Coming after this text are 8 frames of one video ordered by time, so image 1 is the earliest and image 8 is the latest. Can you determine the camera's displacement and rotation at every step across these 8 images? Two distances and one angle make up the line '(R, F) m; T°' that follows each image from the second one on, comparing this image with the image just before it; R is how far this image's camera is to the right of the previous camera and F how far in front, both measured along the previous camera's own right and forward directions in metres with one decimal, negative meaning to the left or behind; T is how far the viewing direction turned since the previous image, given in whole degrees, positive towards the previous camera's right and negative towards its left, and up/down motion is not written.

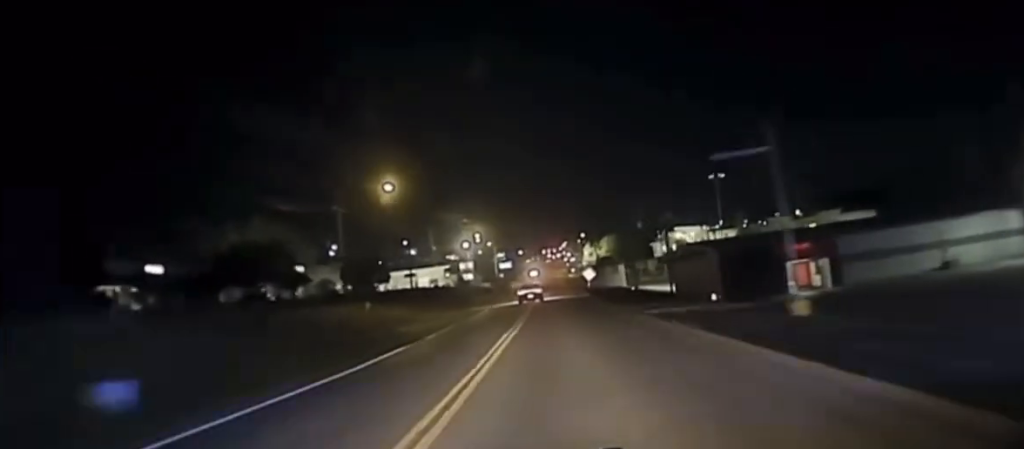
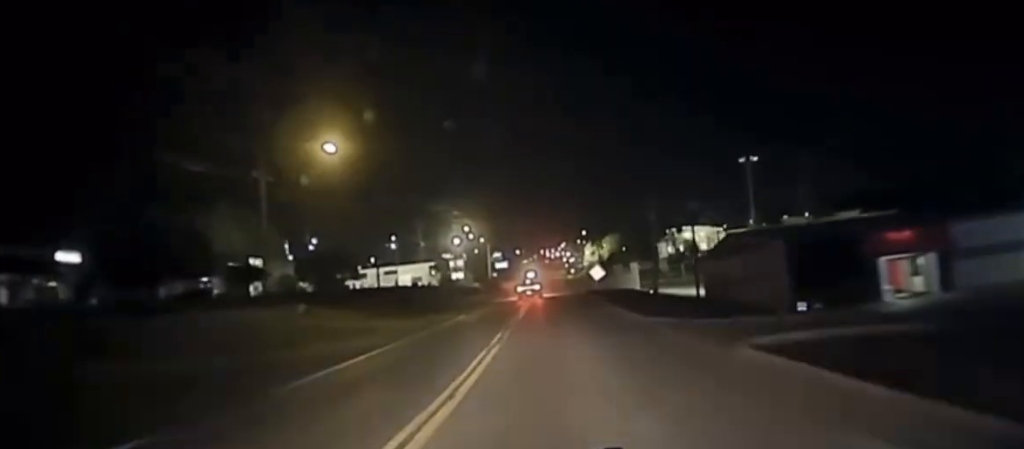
(0.0, +20.4) m; 0°
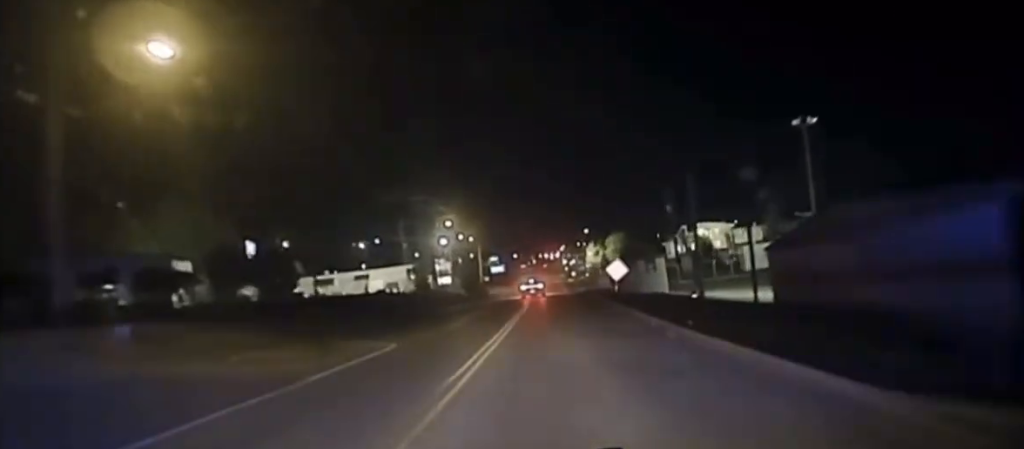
(+0.3, +24.5) m; 0°
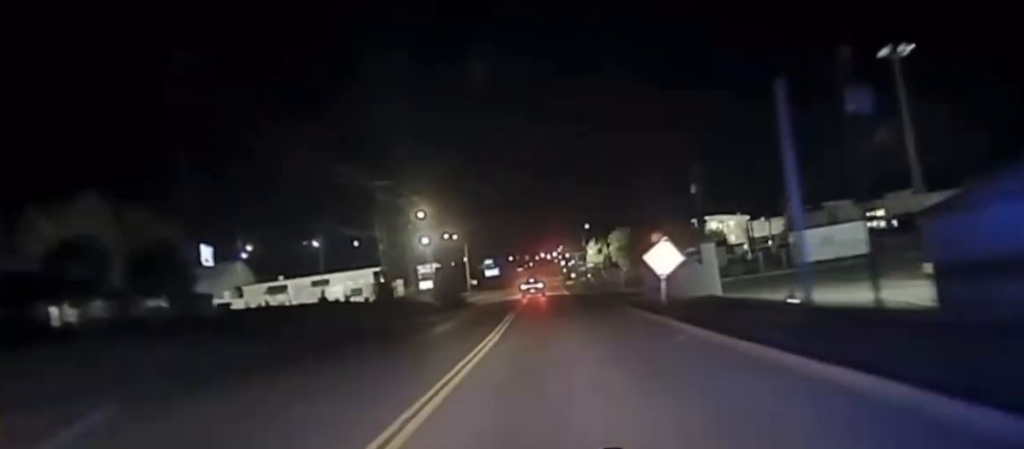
(-0.1, +22.9) m; 0°
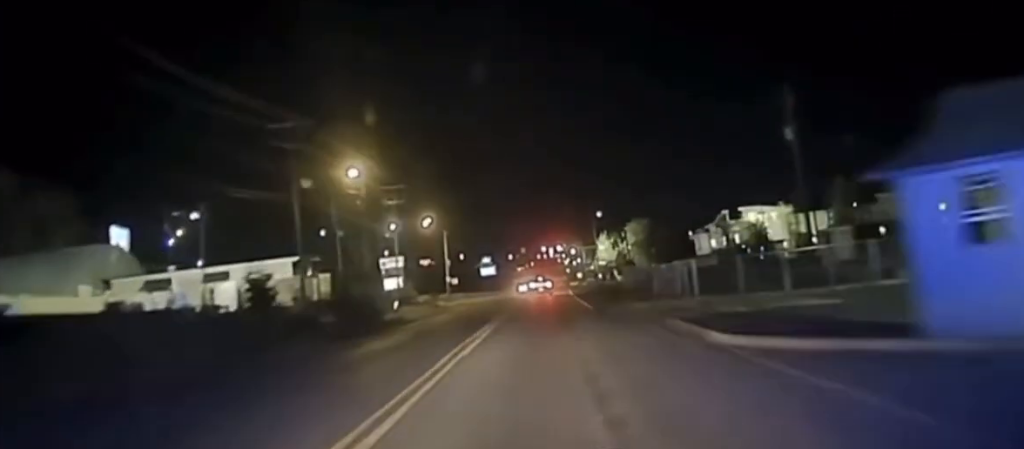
(-0.2, +34.7) m; 0°
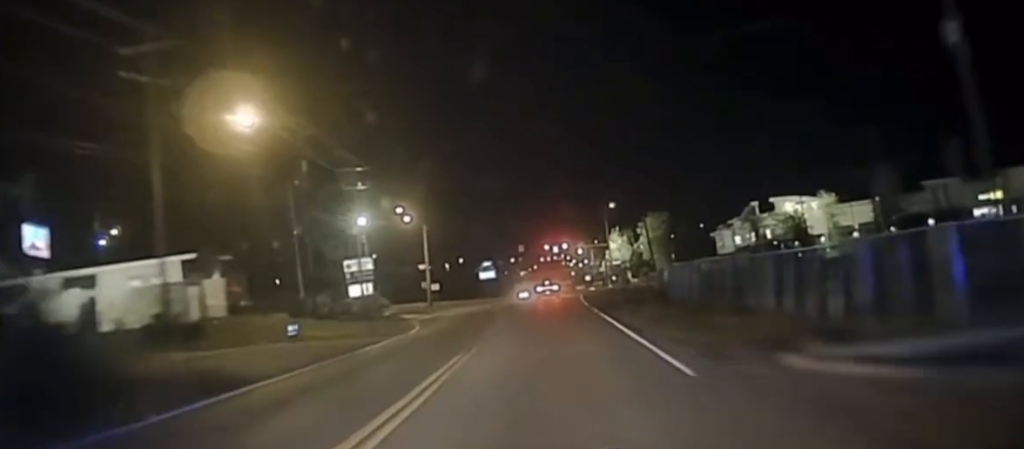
(-0.1, +23.9) m; +1°
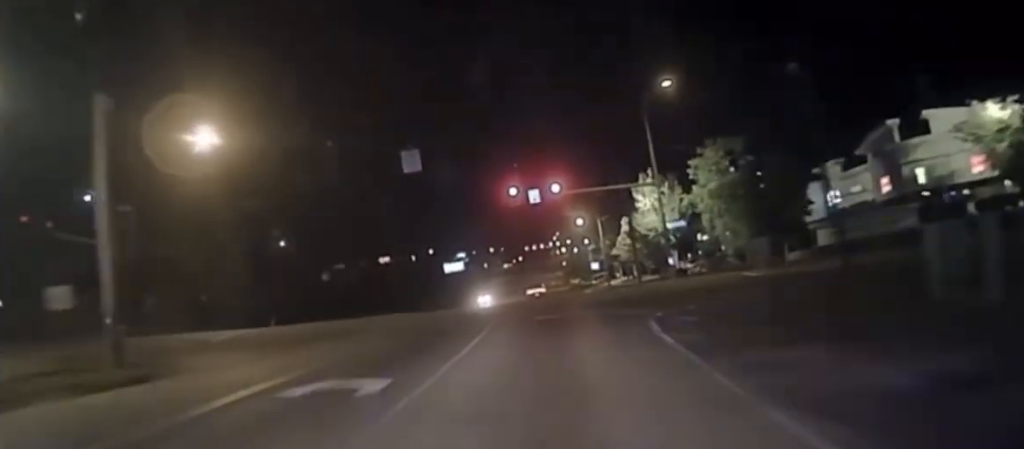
(+0.3, +72.0) m; 0°
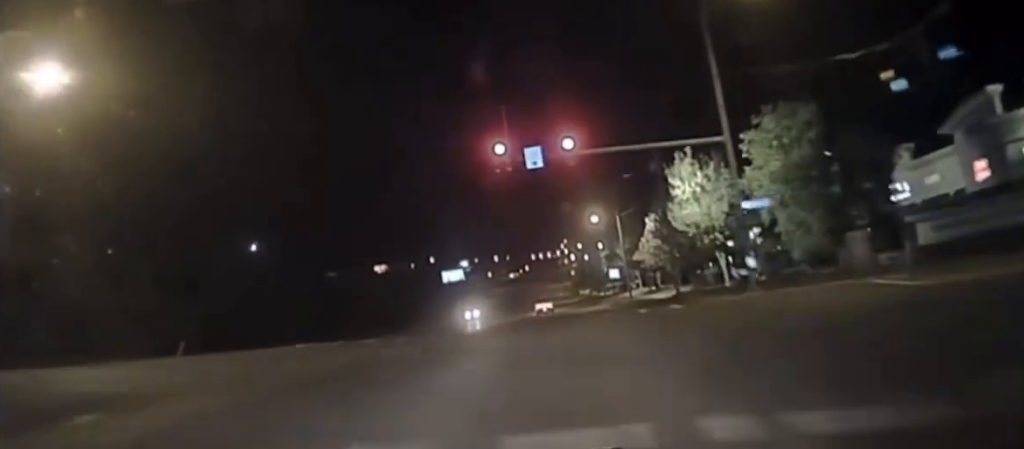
(0.0, +21.4) m; 0°
